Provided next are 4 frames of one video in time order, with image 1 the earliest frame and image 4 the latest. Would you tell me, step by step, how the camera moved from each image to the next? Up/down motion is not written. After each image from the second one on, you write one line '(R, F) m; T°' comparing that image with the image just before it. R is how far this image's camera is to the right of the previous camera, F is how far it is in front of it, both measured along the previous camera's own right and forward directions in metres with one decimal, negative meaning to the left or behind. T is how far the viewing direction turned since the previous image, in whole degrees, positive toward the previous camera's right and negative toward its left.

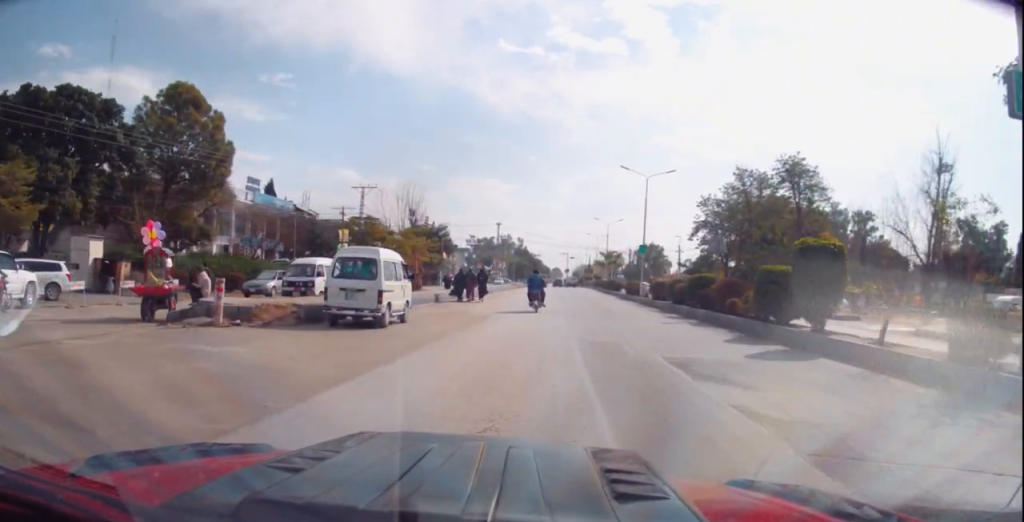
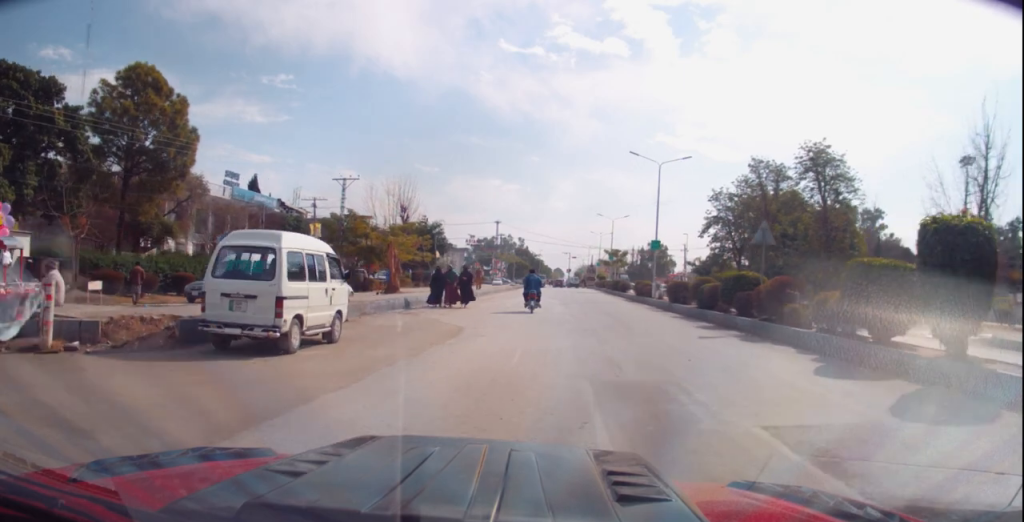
(0.0, +5.3) m; 0°
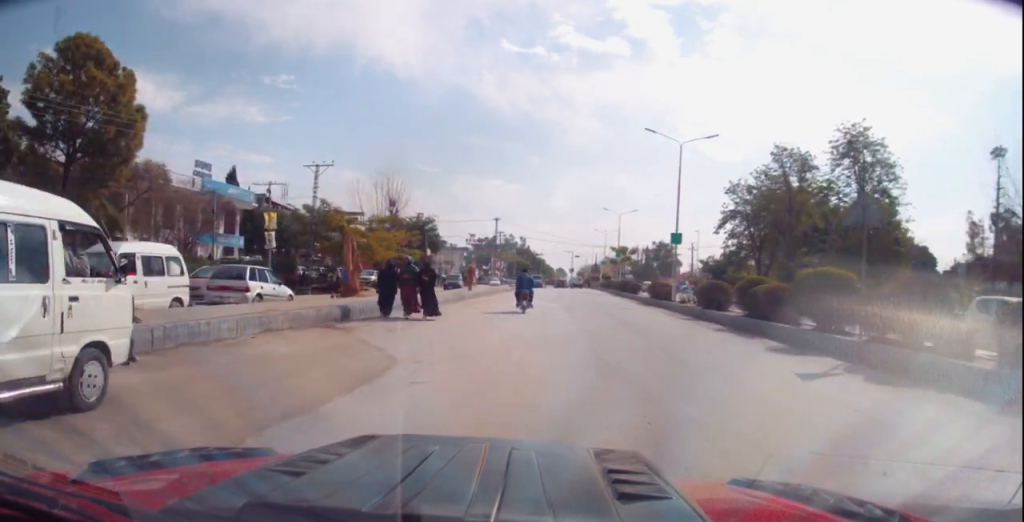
(-0.3, +6.5) m; -1°
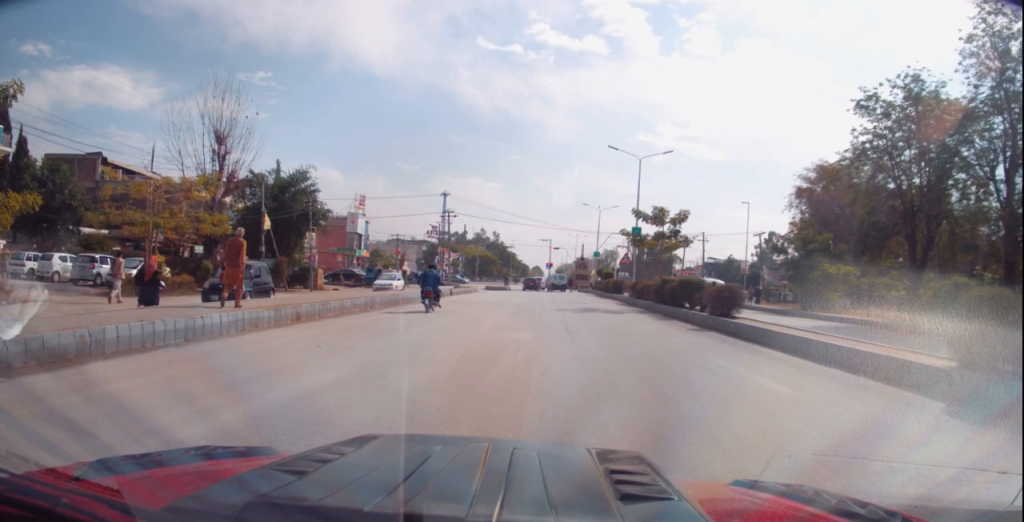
(+2.2, +34.4) m; +10°
